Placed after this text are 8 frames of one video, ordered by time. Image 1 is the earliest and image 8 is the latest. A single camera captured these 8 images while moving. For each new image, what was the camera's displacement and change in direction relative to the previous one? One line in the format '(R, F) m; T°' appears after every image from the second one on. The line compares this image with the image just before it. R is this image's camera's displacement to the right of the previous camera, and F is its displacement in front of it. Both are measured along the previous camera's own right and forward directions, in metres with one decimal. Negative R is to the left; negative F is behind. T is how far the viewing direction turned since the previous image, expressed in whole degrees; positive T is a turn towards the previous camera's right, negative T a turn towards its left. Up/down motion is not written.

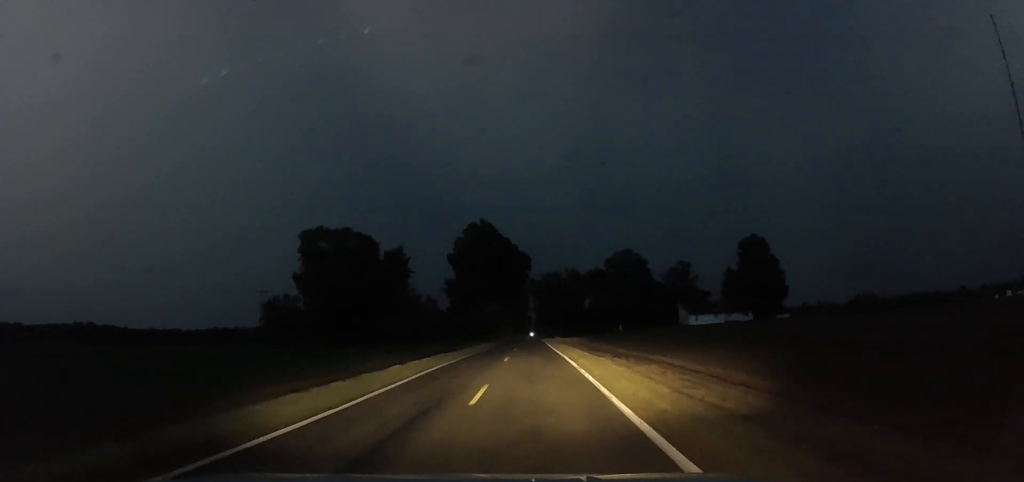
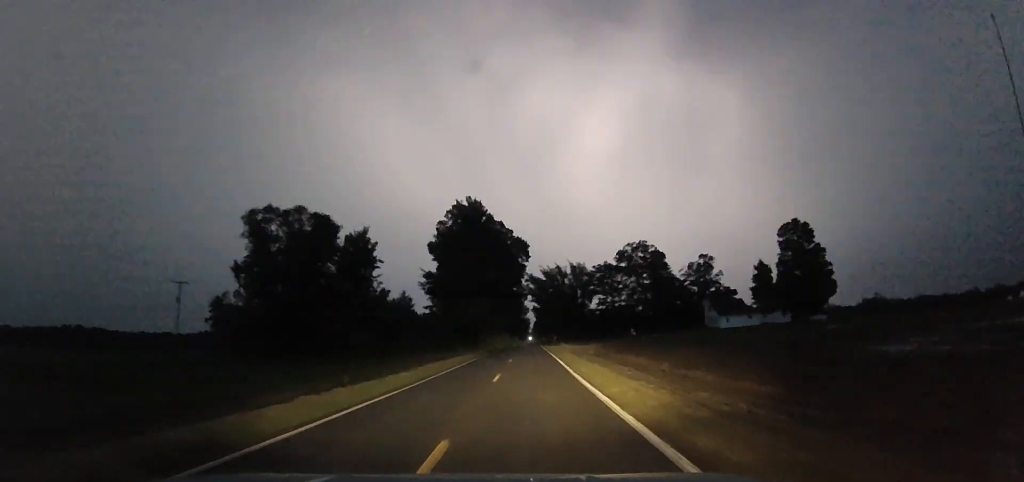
(0.0, +23.4) m; 0°
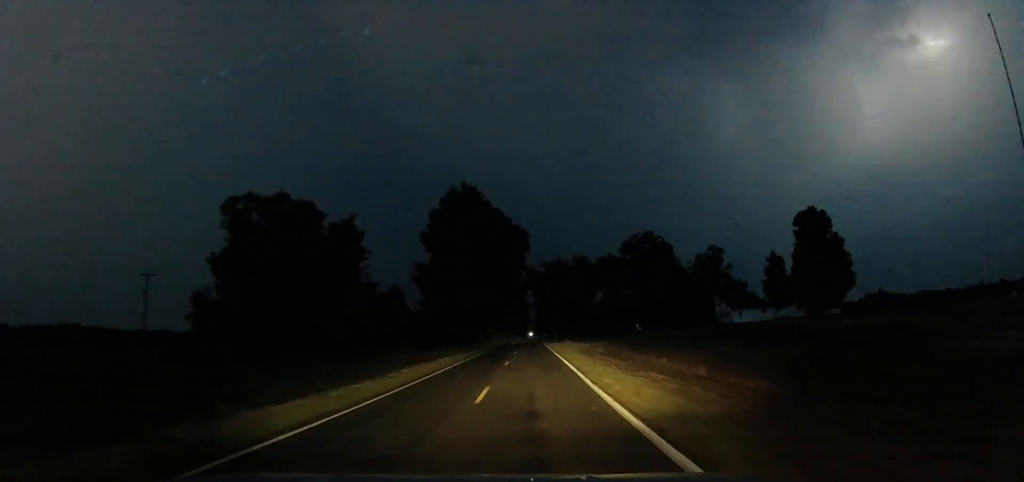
(0.0, +7.0) m; -1°
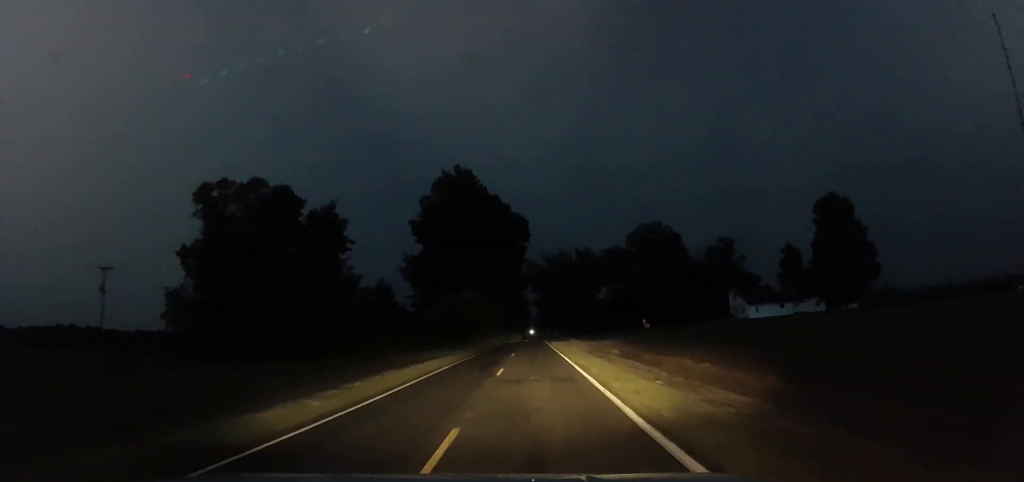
(+0.1, +7.9) m; -1°
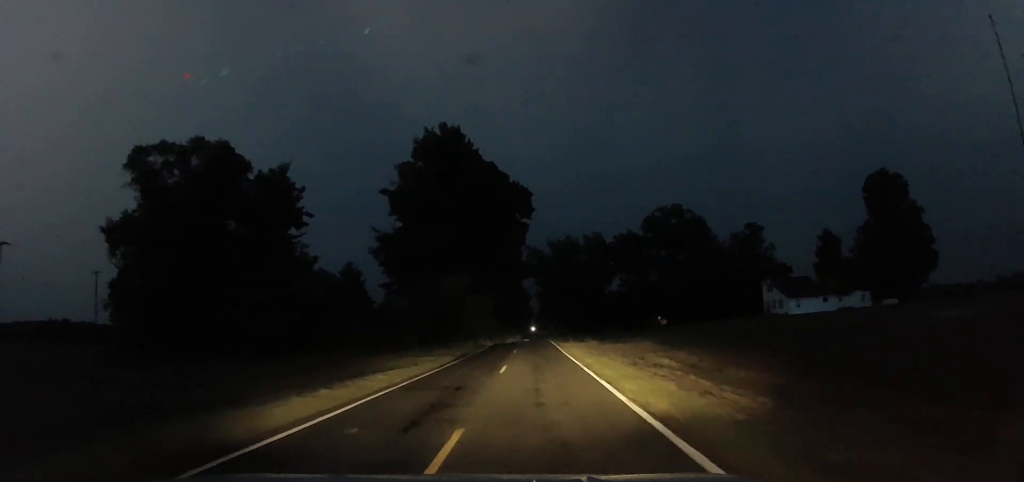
(-0.5, +16.9) m; 0°
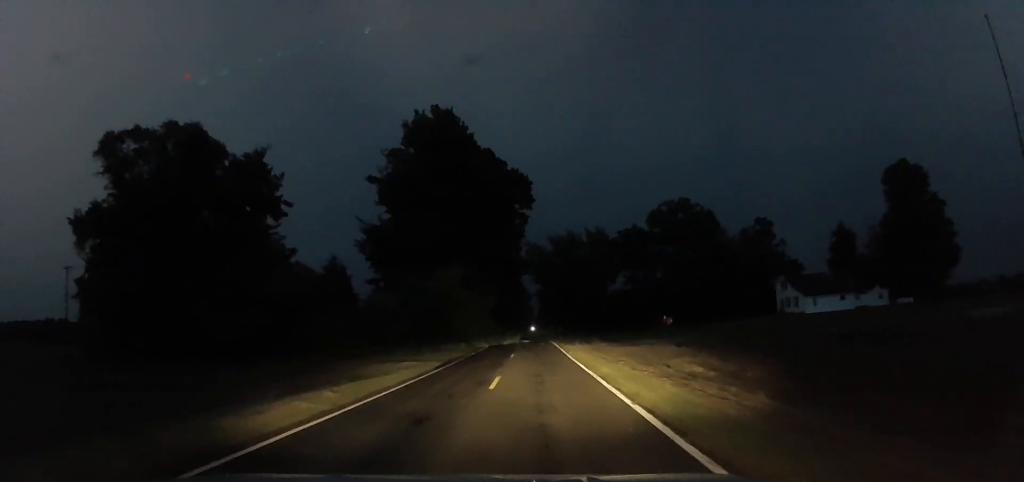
(+0.2, +6.6) m; +1°
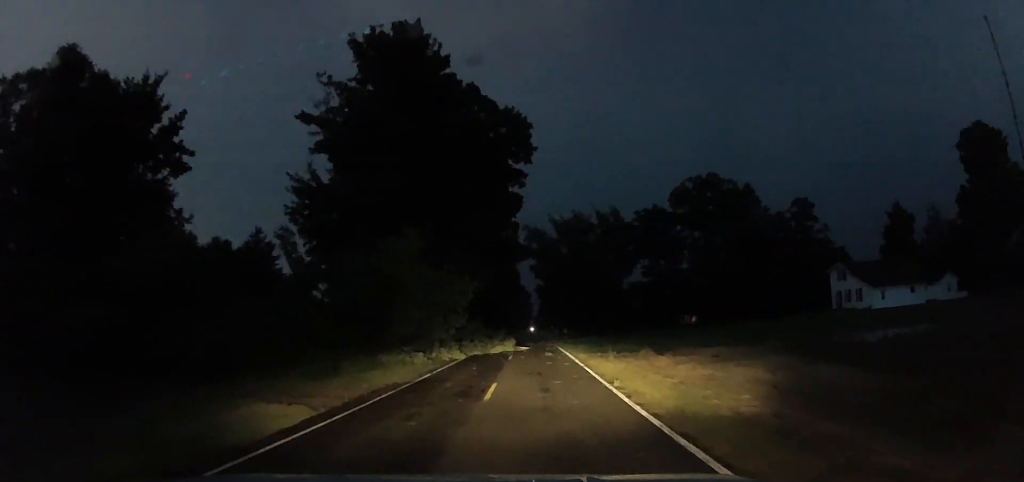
(+0.4, +25.1) m; +1°
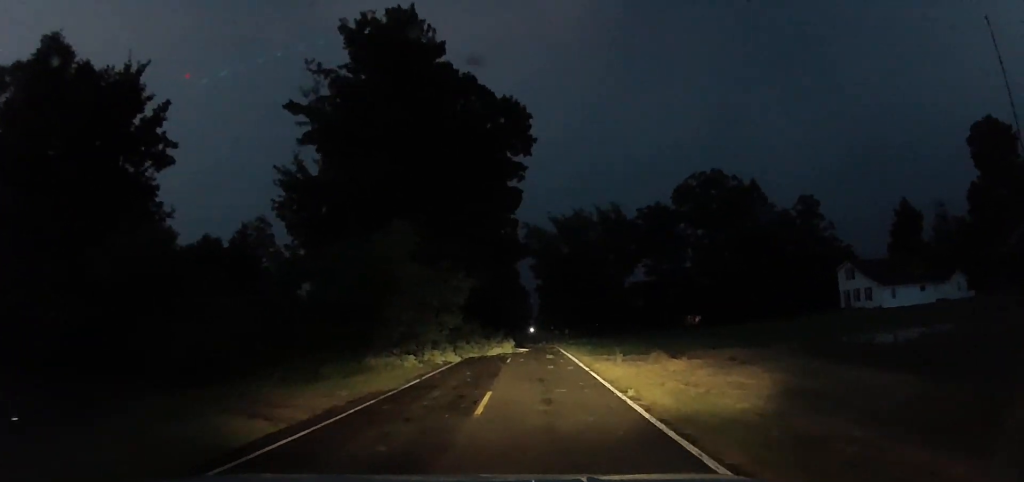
(0.0, +2.7) m; 0°
